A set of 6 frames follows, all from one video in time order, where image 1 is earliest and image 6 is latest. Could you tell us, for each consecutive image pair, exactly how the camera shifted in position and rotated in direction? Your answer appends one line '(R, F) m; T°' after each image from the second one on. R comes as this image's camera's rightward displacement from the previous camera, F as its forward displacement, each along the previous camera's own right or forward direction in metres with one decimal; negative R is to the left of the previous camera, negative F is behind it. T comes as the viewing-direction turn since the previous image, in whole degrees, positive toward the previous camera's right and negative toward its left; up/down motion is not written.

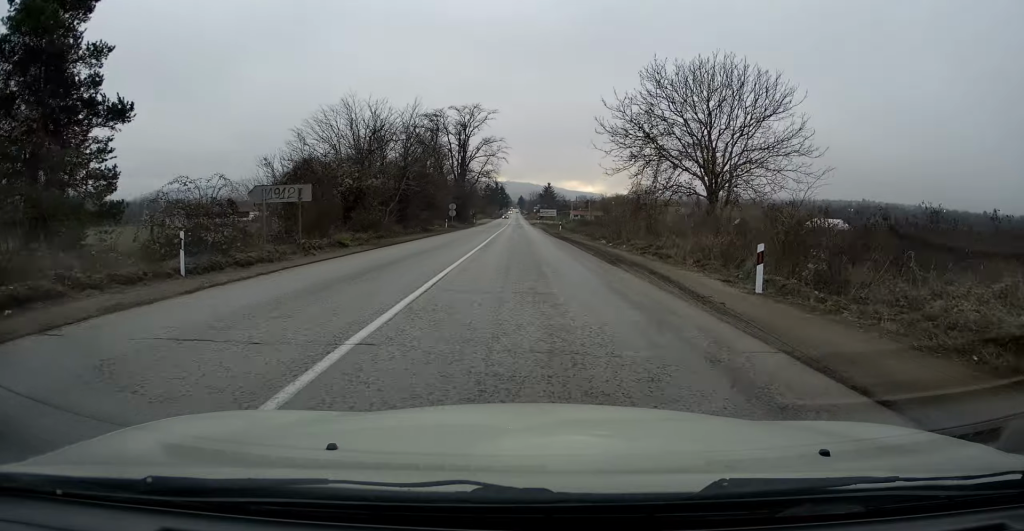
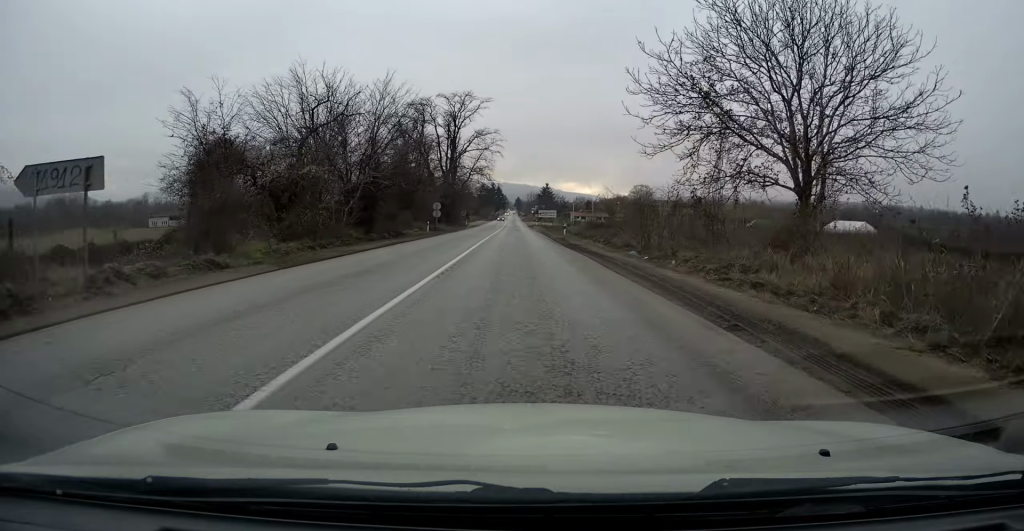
(+0.1, +9.9) m; 0°
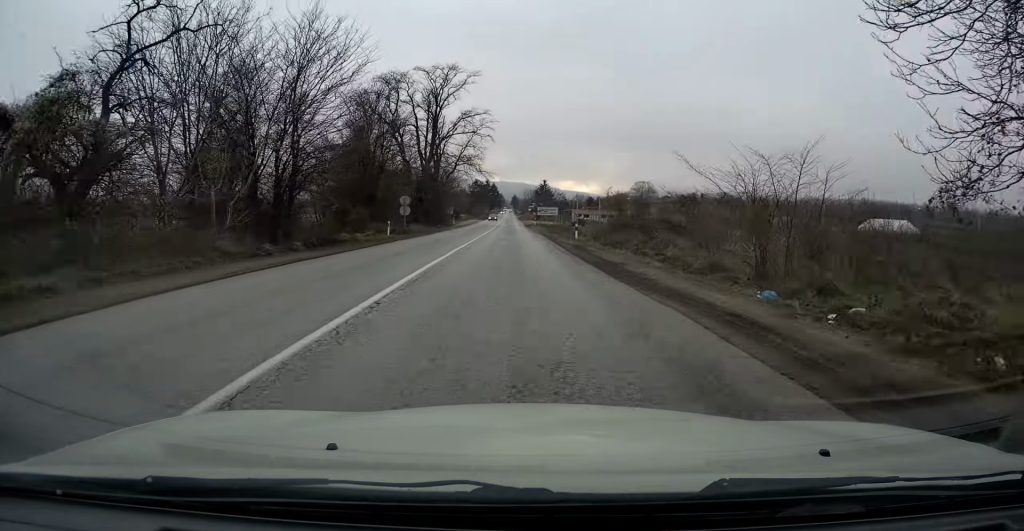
(-0.1, +13.7) m; 0°
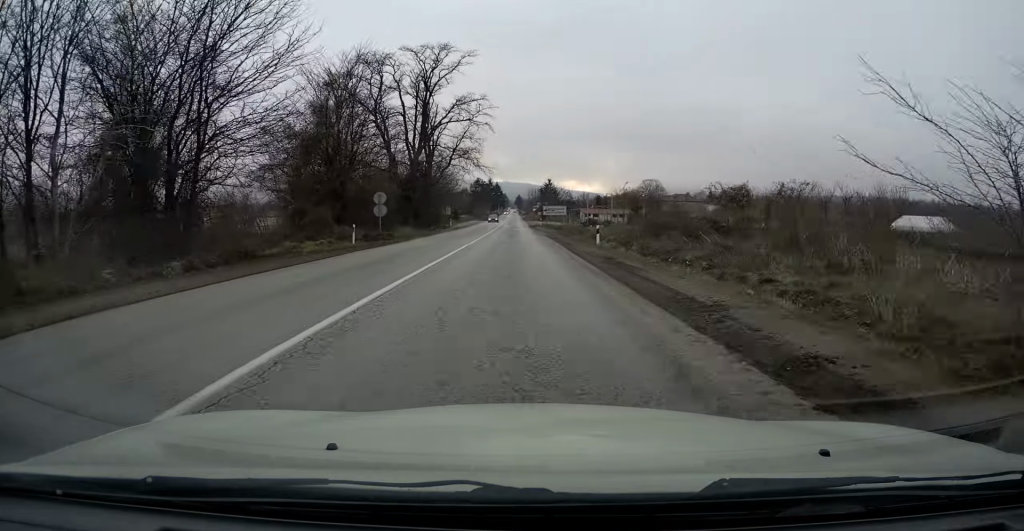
(0.0, +8.5) m; 0°
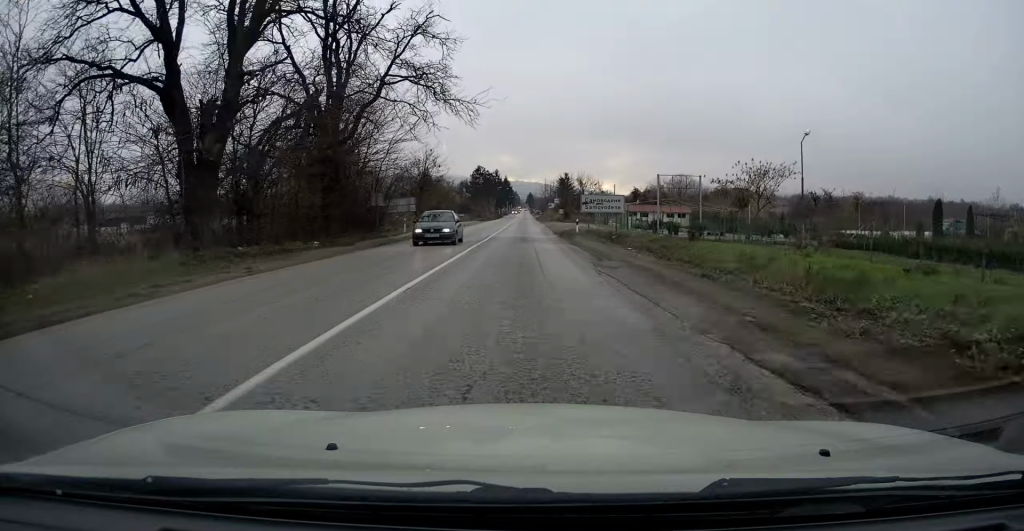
(-0.6, +37.8) m; -2°
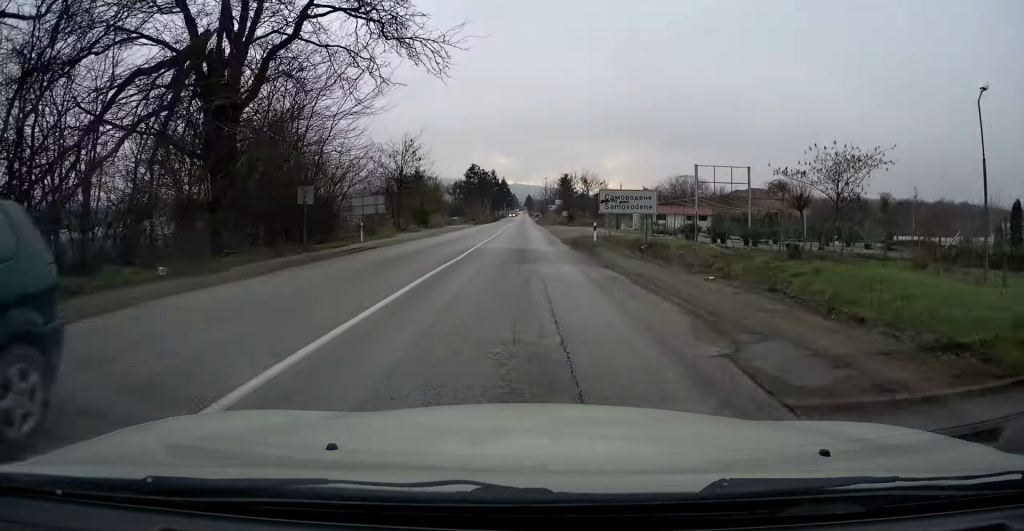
(-0.2, +10.7) m; +1°
